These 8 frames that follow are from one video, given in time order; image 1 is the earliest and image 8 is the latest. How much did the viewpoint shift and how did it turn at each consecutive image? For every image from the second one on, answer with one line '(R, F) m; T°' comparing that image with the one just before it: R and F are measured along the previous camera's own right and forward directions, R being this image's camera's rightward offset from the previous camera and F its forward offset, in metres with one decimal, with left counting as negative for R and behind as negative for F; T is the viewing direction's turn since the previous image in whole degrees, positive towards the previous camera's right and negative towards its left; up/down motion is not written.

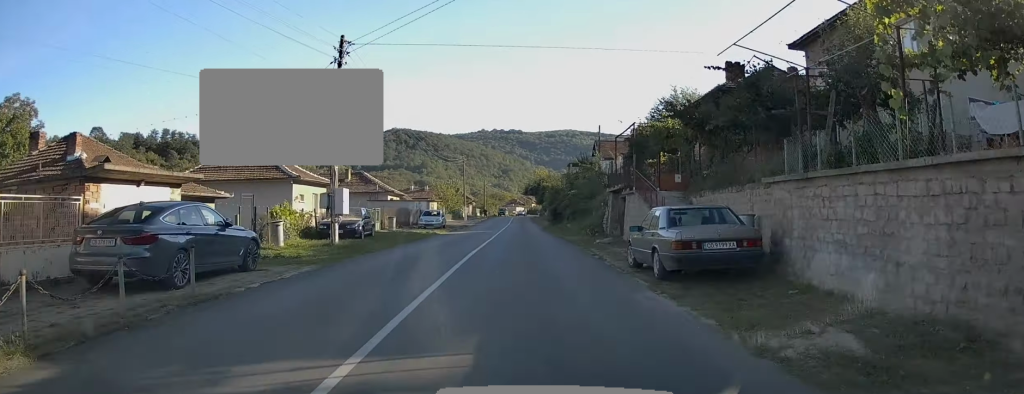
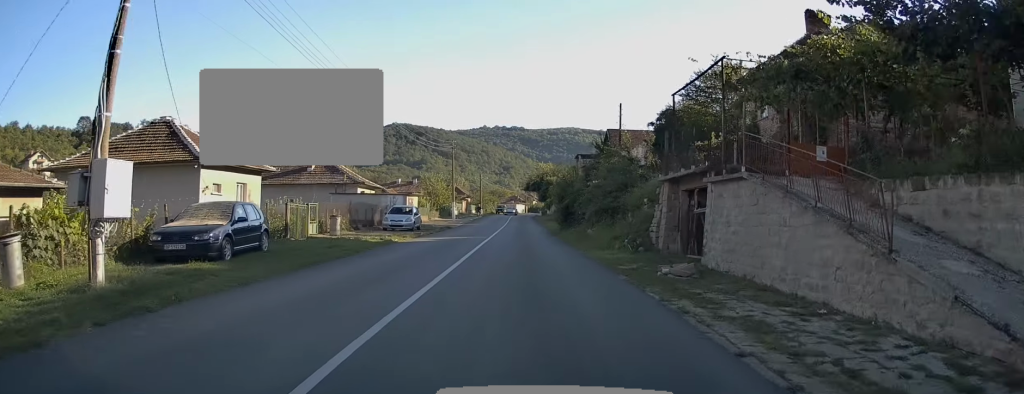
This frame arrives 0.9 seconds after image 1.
(-0.1, +11.9) m; -1°
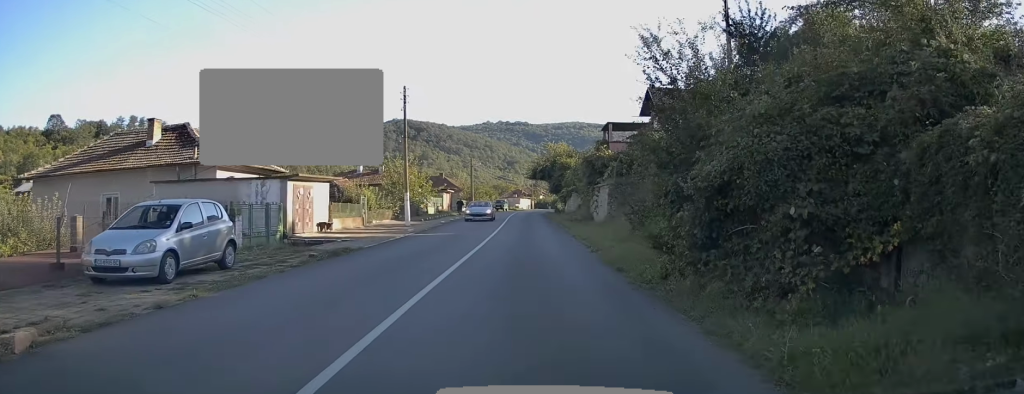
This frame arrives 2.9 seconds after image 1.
(0.0, +25.0) m; +1°
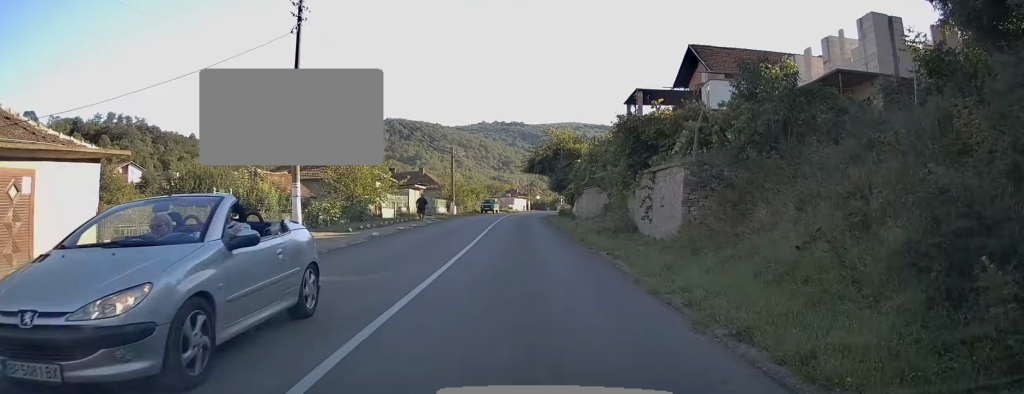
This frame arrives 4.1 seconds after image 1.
(+0.2, +15.7) m; 0°
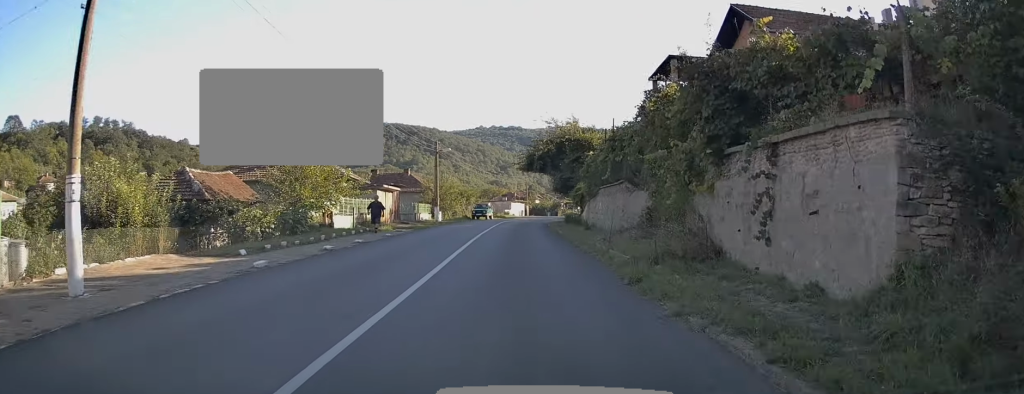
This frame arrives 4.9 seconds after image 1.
(-0.1, +9.6) m; 0°
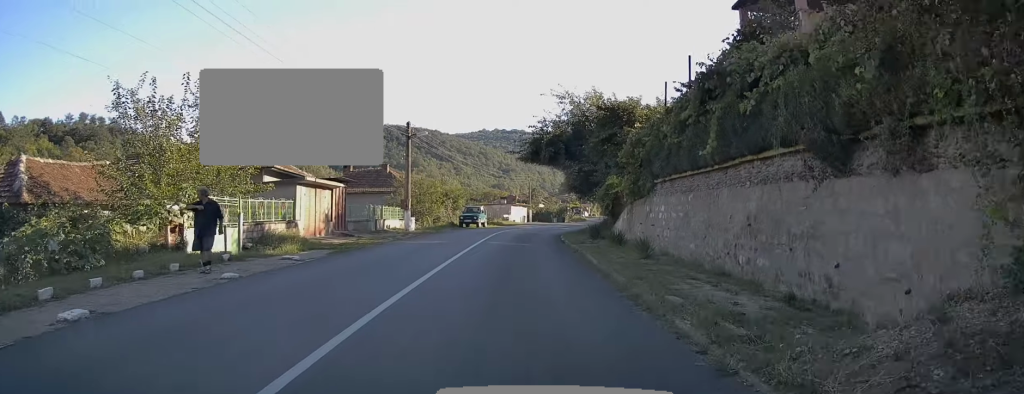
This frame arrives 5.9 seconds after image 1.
(0.0, +13.6) m; 0°
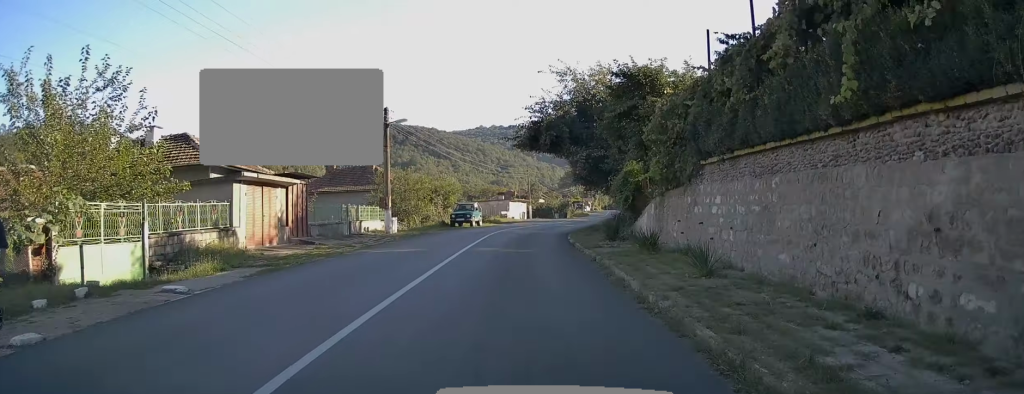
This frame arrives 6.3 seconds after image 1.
(0.0, +5.3) m; 0°
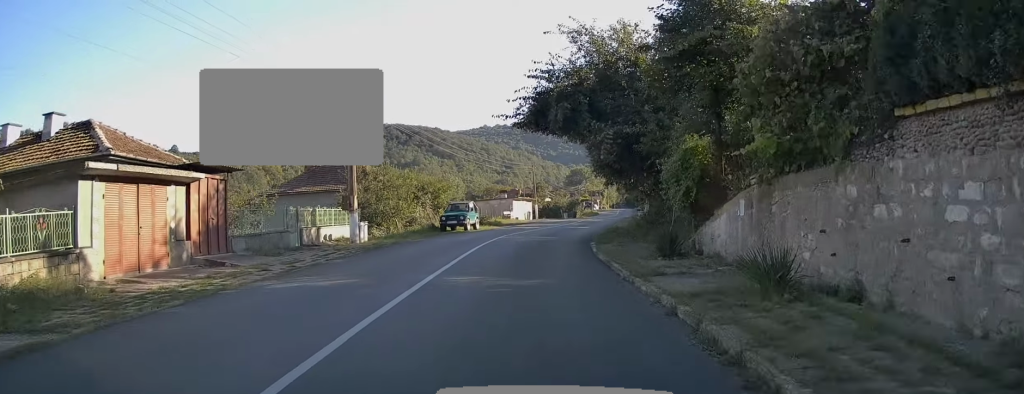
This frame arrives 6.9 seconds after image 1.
(0.0, +7.4) m; 0°
